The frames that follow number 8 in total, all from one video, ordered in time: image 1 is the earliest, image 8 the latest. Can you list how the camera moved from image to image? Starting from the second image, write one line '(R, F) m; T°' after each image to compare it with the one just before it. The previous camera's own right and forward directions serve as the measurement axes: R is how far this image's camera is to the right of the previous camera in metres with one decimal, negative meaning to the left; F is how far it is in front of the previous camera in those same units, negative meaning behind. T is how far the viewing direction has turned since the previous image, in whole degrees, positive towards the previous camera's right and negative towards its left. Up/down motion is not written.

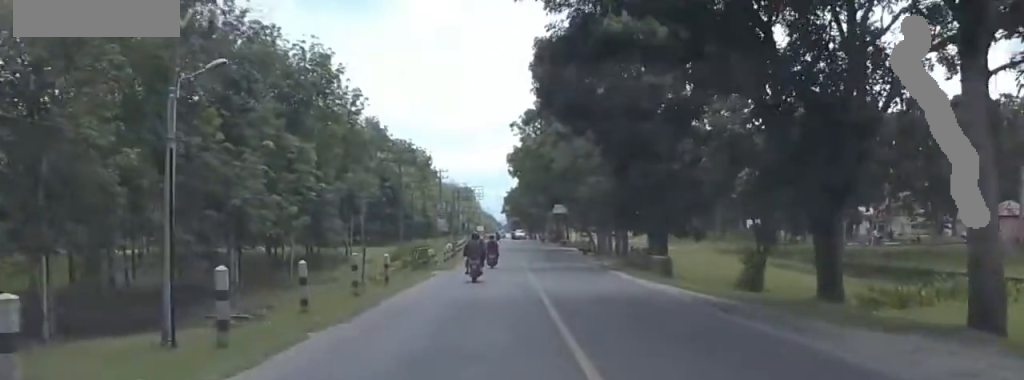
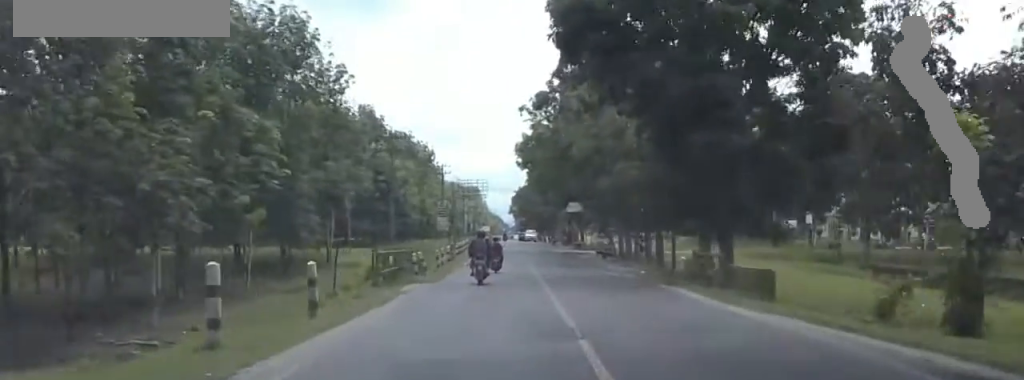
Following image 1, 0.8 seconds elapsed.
(0.0, +10.5) m; 0°
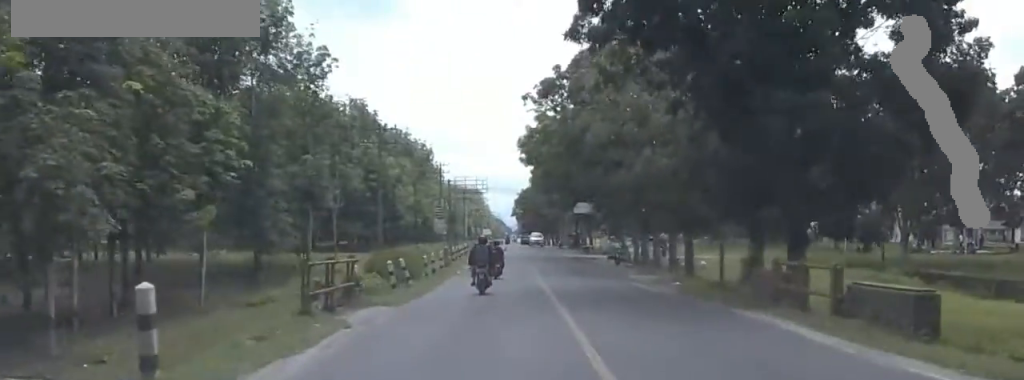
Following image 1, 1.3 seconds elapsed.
(0.0, +7.2) m; 0°
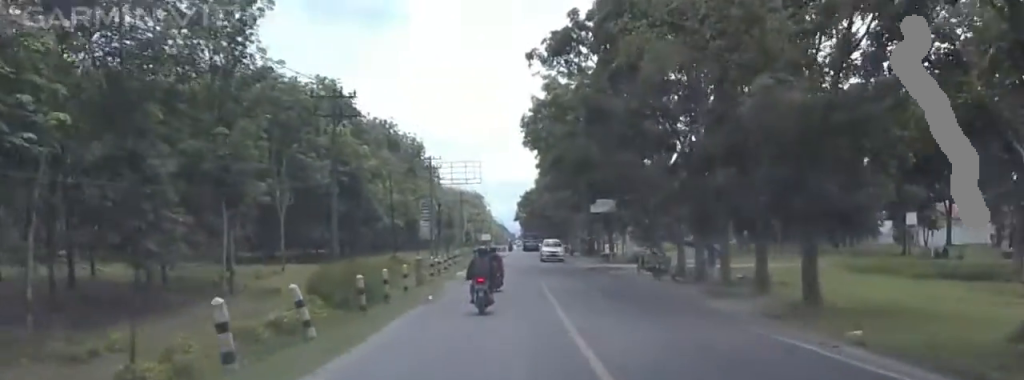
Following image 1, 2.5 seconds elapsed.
(0.0, +16.3) m; 0°
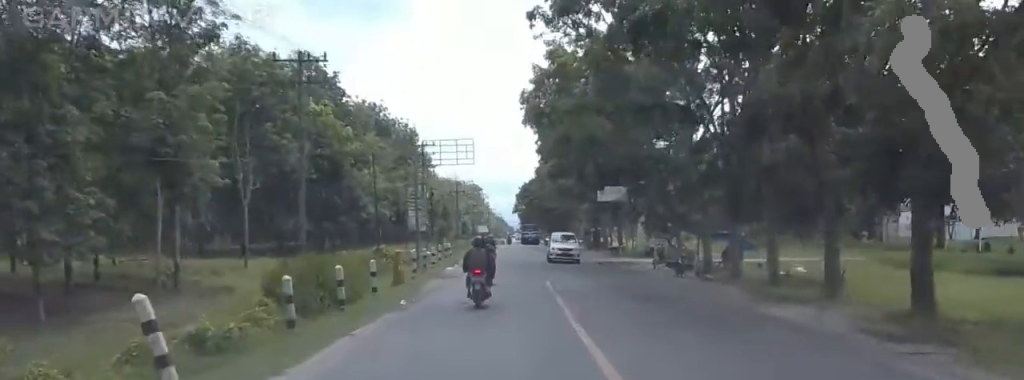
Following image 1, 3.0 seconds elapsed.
(0.0, +7.1) m; 0°
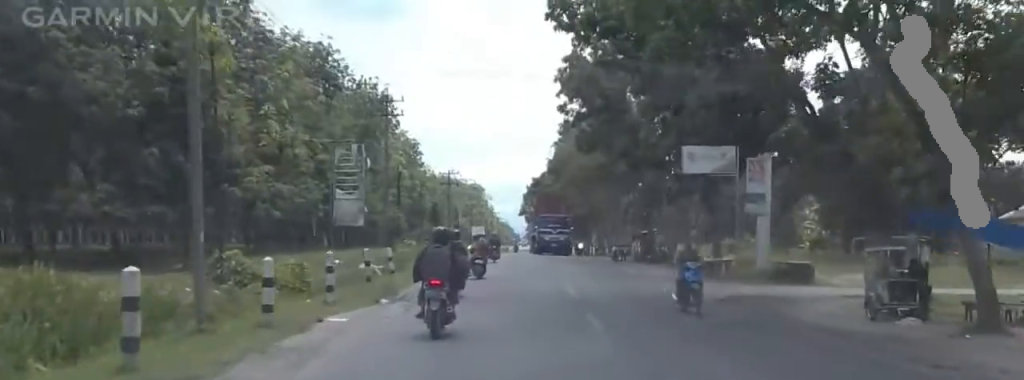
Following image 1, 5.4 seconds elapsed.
(0.0, +31.3) m; 0°
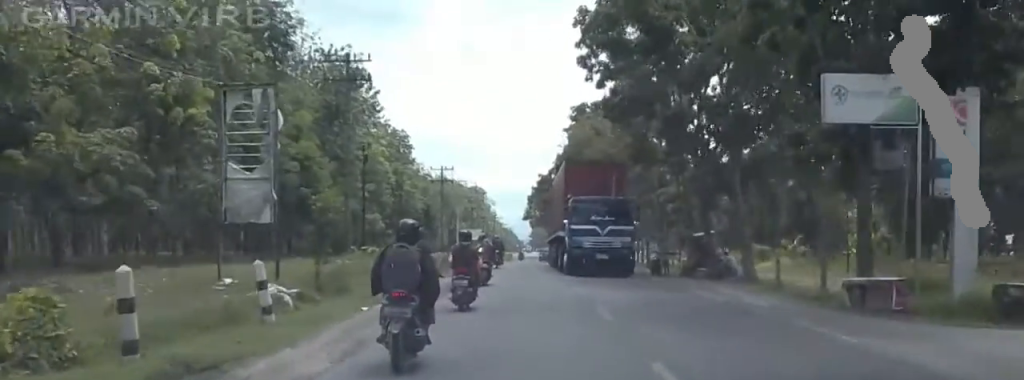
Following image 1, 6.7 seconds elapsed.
(0.0, +16.0) m; -3°
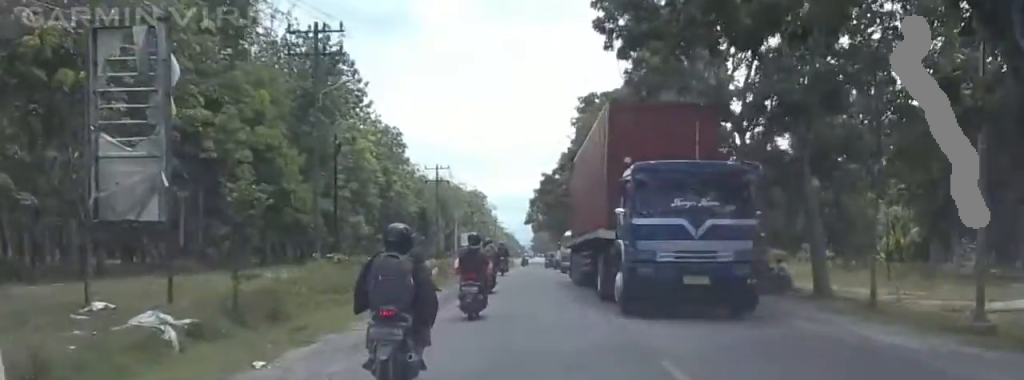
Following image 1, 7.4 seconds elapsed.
(0.0, +8.0) m; -4°
